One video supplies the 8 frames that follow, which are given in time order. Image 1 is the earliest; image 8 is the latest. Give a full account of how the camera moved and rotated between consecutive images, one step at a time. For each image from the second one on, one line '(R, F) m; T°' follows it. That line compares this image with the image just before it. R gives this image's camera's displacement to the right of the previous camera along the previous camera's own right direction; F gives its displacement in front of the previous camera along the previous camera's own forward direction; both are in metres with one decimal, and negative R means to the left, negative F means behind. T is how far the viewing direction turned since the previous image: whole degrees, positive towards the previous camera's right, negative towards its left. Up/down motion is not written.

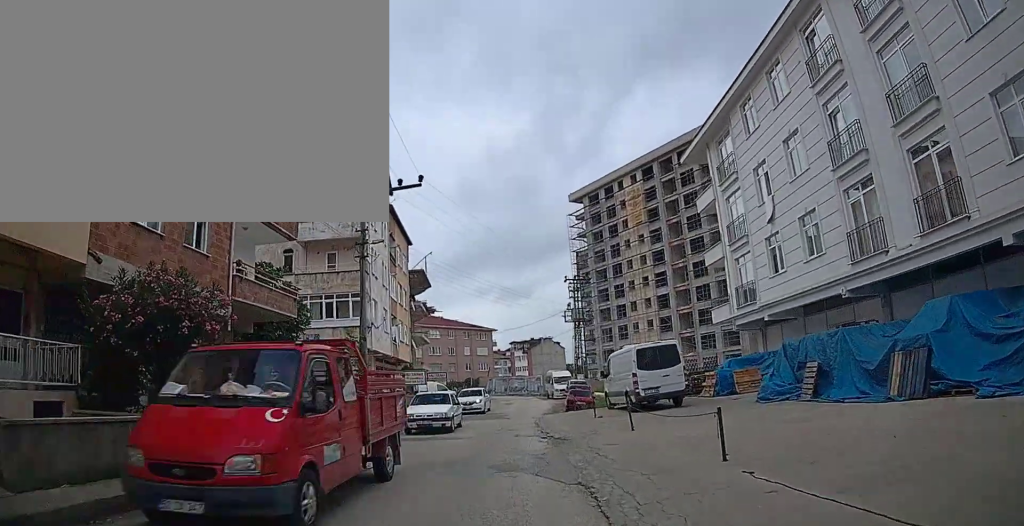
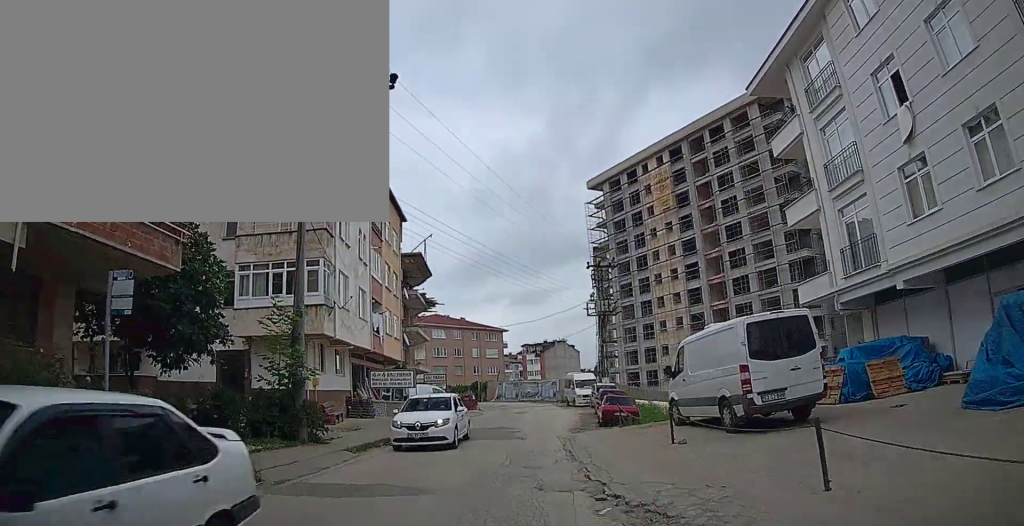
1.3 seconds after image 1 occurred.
(+0.1, +9.0) m; 0°
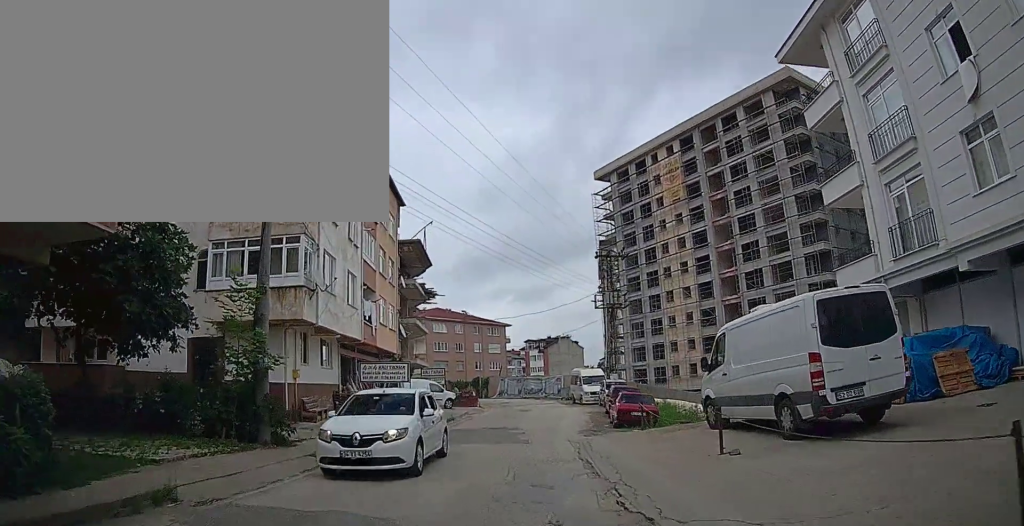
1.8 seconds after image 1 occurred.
(0.0, +2.7) m; 0°
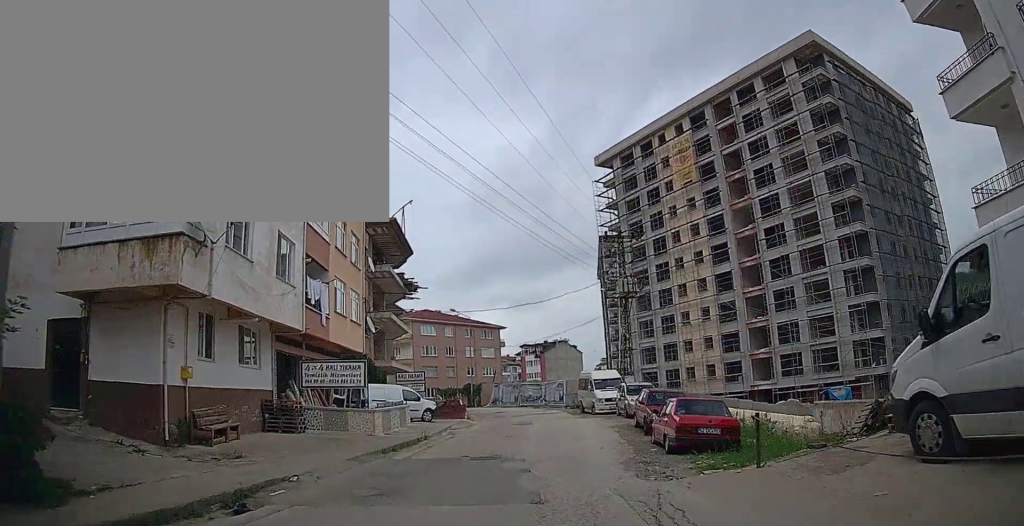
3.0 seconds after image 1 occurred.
(0.0, +7.4) m; 0°
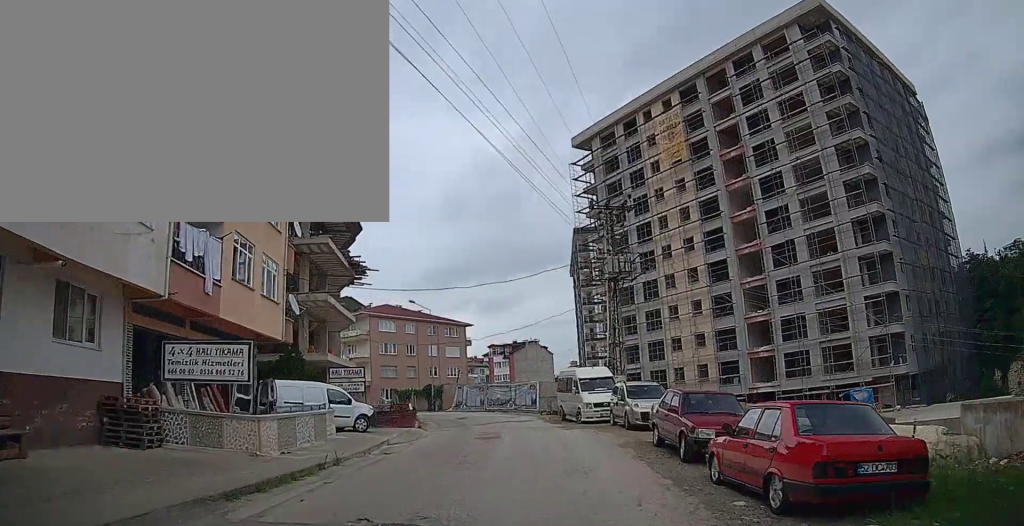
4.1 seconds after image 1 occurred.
(0.0, +6.6) m; +2°
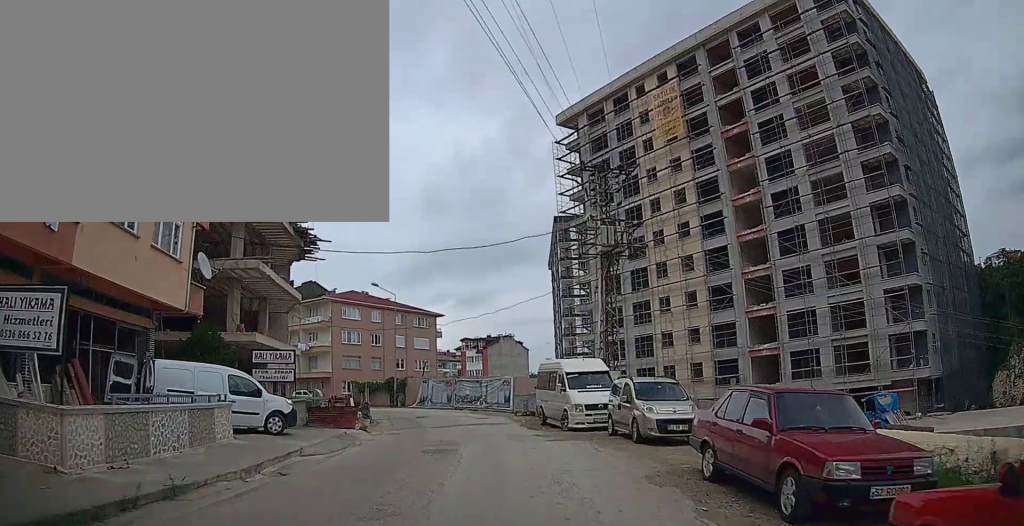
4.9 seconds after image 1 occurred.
(+0.1, +5.2) m; +2°
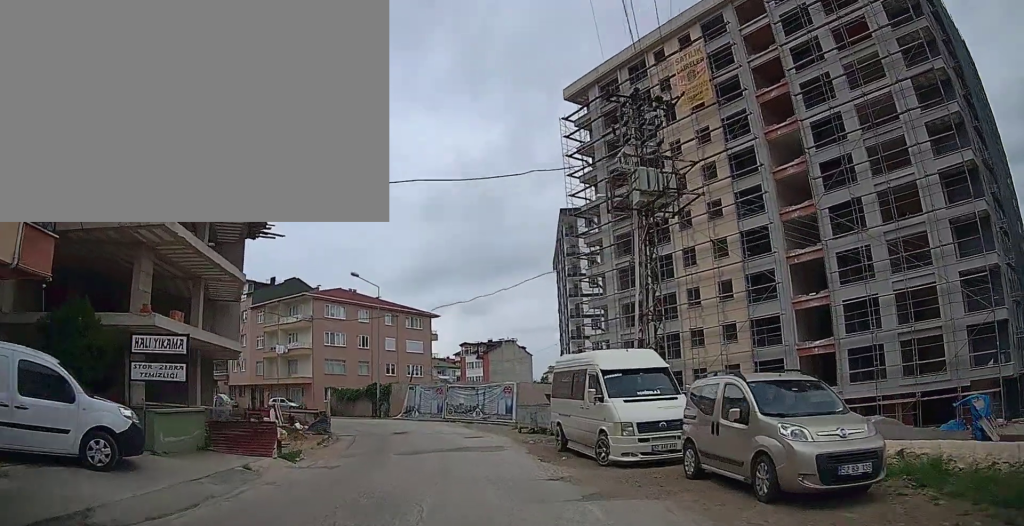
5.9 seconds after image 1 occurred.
(+0.2, +7.1) m; +1°
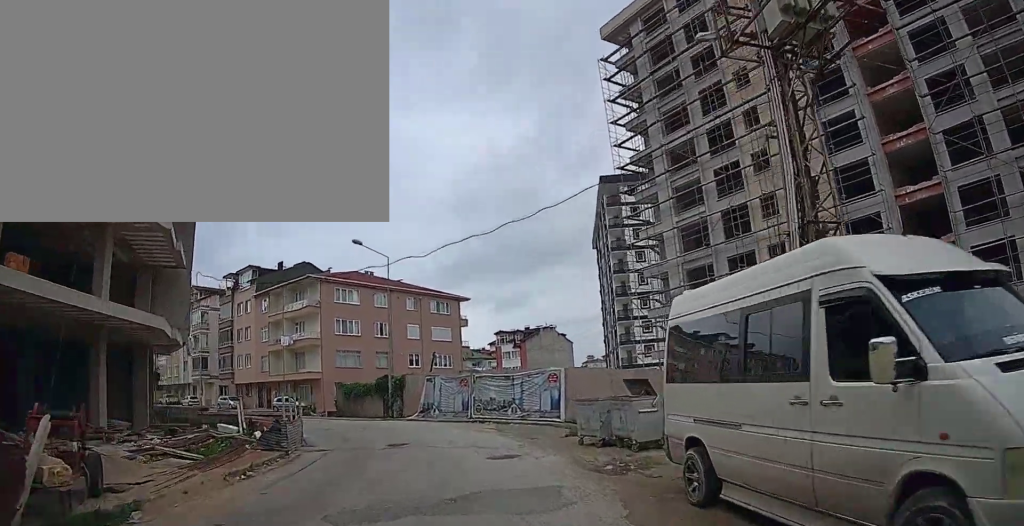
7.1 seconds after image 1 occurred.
(0.0, +8.4) m; -4°
